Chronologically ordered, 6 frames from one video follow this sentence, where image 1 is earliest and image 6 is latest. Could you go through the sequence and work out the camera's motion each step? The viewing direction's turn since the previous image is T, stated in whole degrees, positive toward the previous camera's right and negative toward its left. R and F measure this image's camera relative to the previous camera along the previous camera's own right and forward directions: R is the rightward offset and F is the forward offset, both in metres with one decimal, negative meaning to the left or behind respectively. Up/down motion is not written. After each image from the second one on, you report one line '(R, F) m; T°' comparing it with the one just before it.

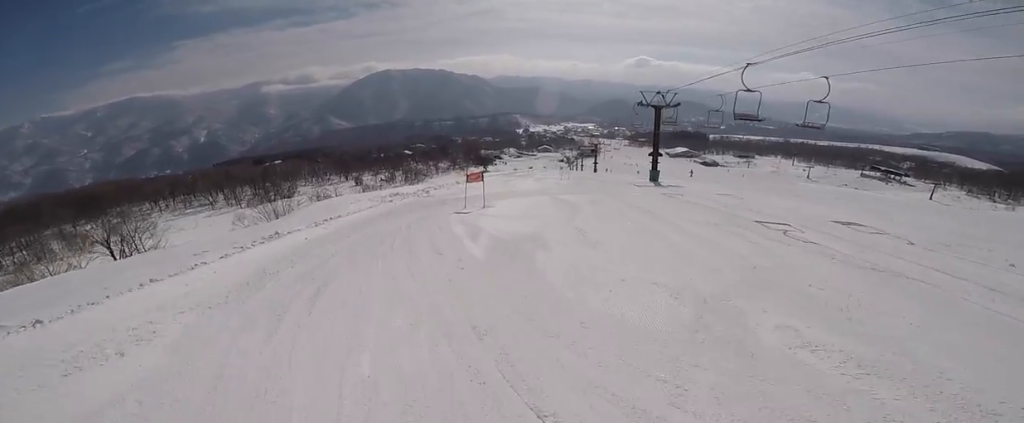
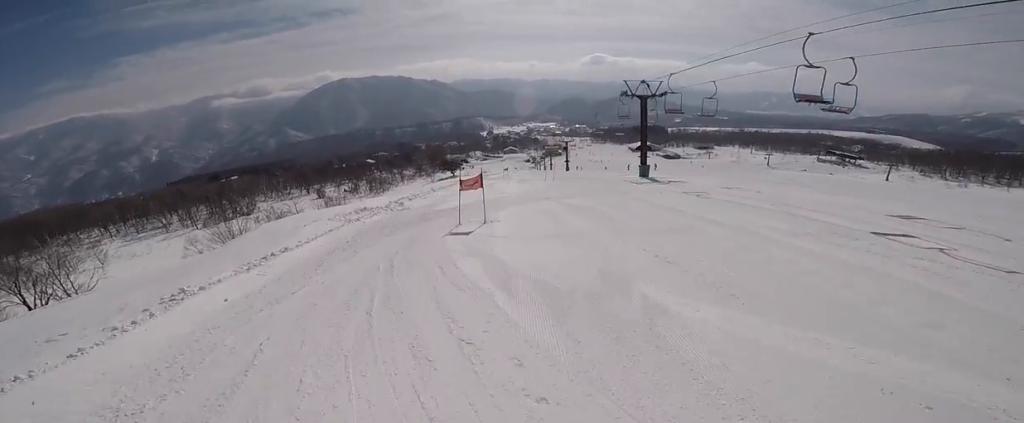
(0.0, +4.0) m; +5°
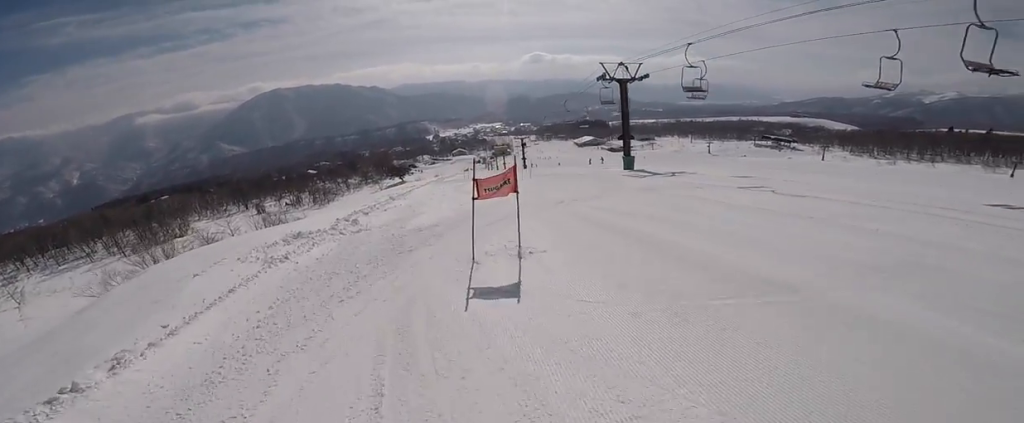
(+0.3, +5.2) m; +9°
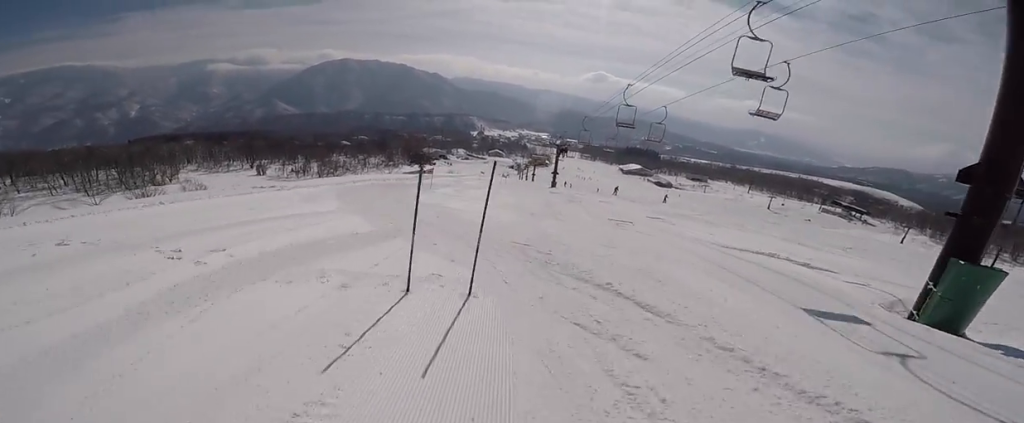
(+4.0, +25.7) m; -11°
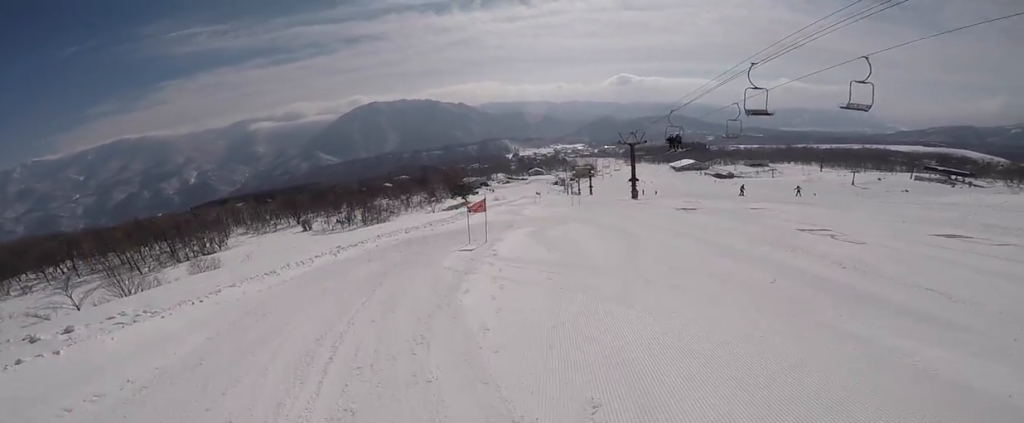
(-3.2, +14.6) m; -2°
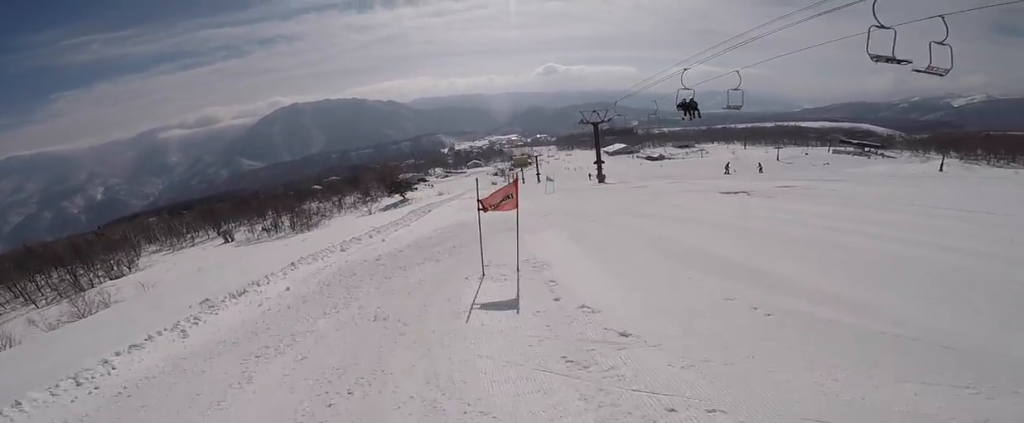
(+0.7, +7.1) m; +13°
